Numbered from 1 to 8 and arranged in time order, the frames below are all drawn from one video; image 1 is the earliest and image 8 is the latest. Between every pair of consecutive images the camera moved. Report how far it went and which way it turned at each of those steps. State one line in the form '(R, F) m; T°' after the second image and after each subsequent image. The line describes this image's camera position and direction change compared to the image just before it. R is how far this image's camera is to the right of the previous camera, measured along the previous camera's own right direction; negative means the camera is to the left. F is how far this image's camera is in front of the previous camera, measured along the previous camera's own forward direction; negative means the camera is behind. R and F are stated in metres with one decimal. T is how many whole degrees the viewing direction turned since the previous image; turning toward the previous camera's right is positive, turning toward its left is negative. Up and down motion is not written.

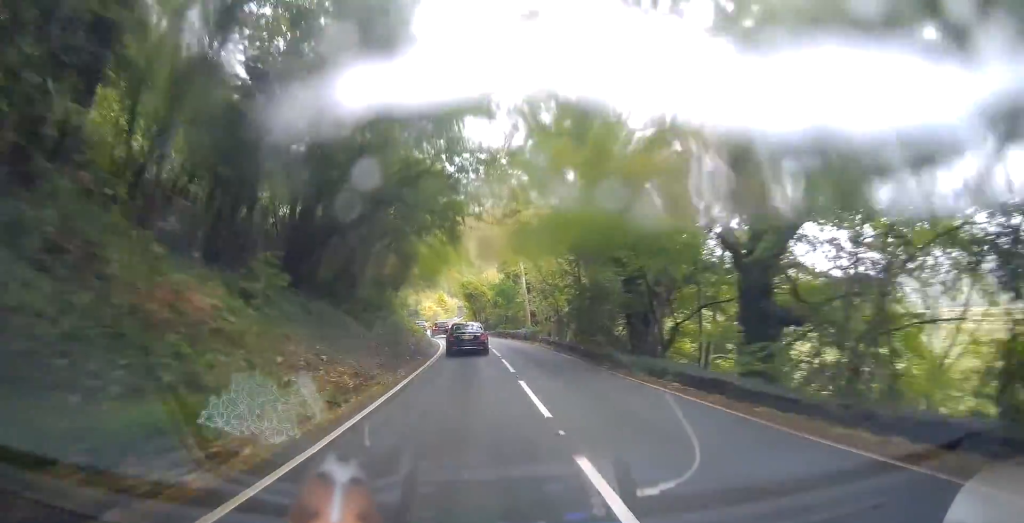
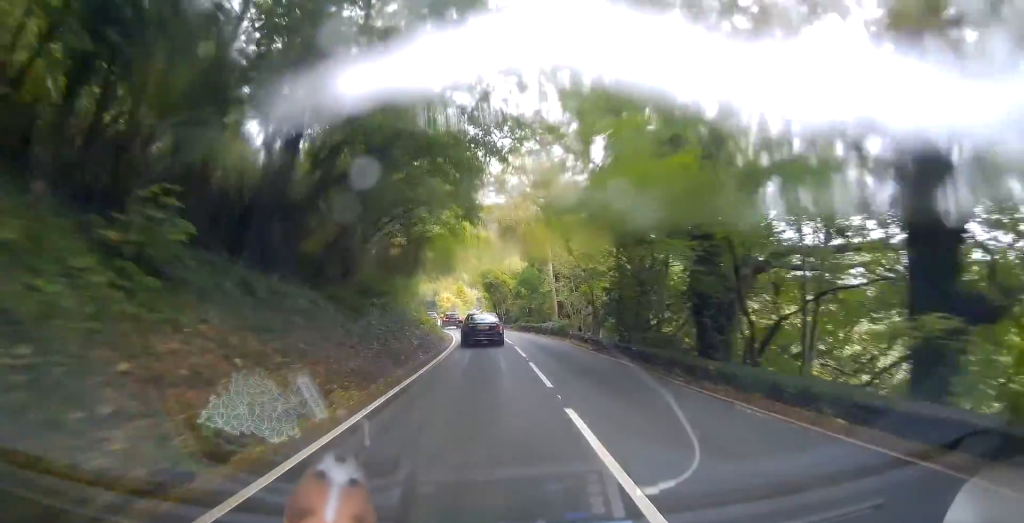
(-0.2, +6.0) m; -1°
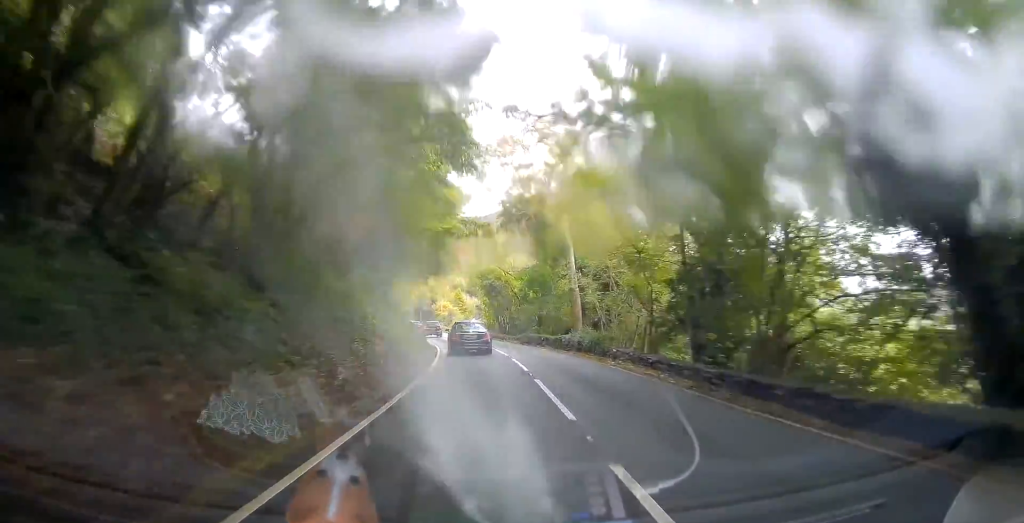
(-0.4, +11.9) m; -1°
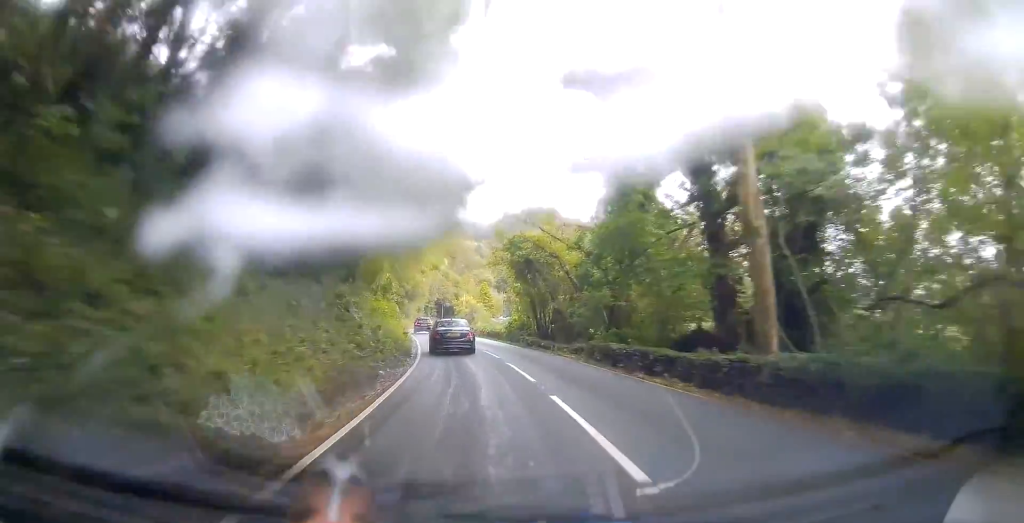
(+0.1, +21.2) m; -3°
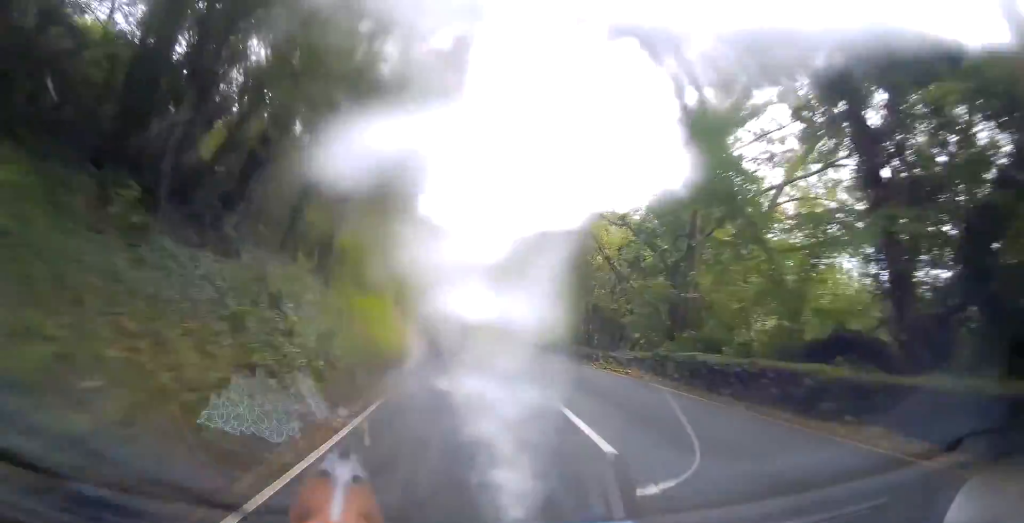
(-0.2, +7.6) m; -2°
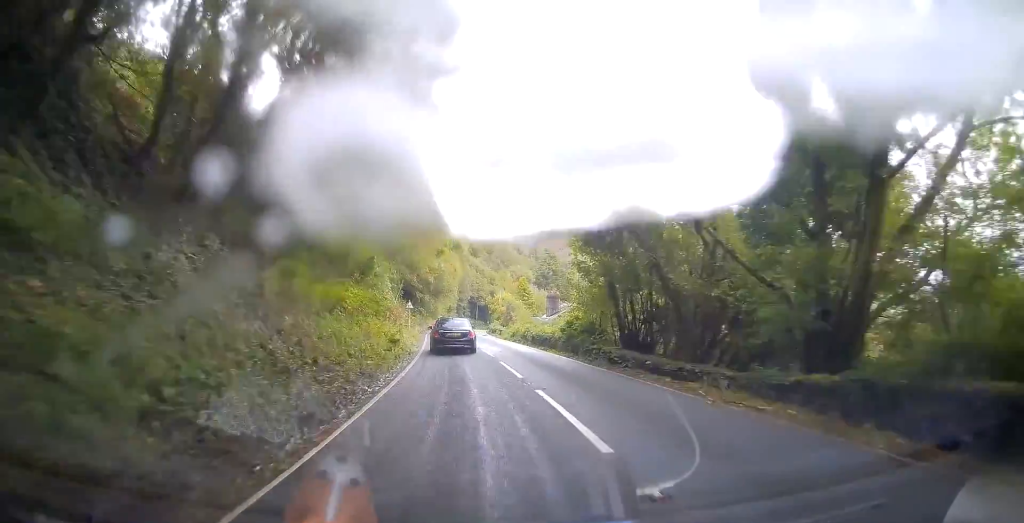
(-0.3, +8.9) m; -2°
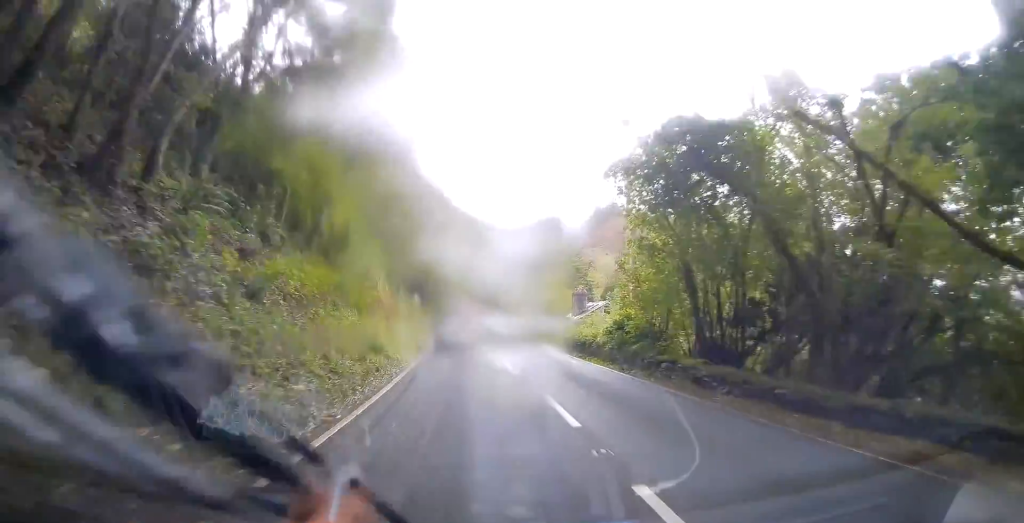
(0.0, +7.0) m; 0°
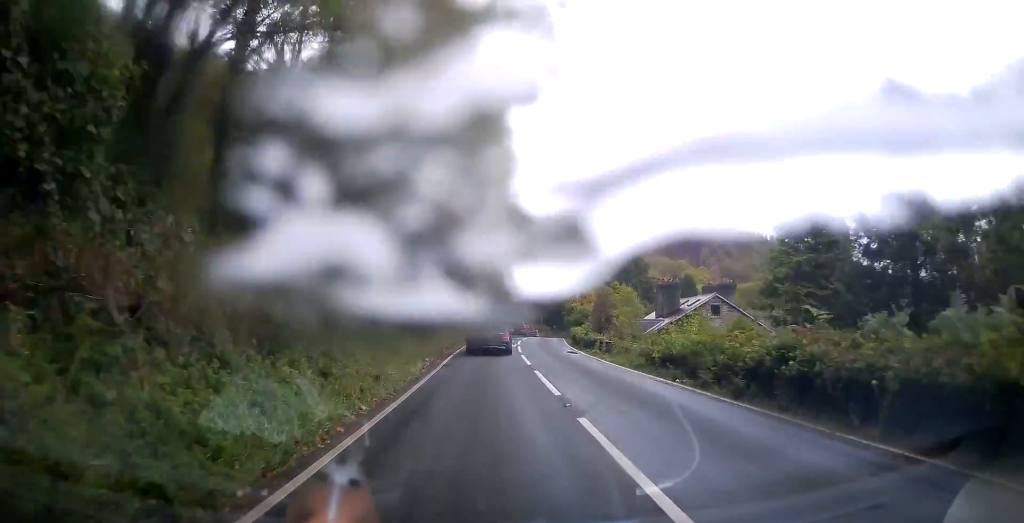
(-0.1, +22.8) m; 0°
